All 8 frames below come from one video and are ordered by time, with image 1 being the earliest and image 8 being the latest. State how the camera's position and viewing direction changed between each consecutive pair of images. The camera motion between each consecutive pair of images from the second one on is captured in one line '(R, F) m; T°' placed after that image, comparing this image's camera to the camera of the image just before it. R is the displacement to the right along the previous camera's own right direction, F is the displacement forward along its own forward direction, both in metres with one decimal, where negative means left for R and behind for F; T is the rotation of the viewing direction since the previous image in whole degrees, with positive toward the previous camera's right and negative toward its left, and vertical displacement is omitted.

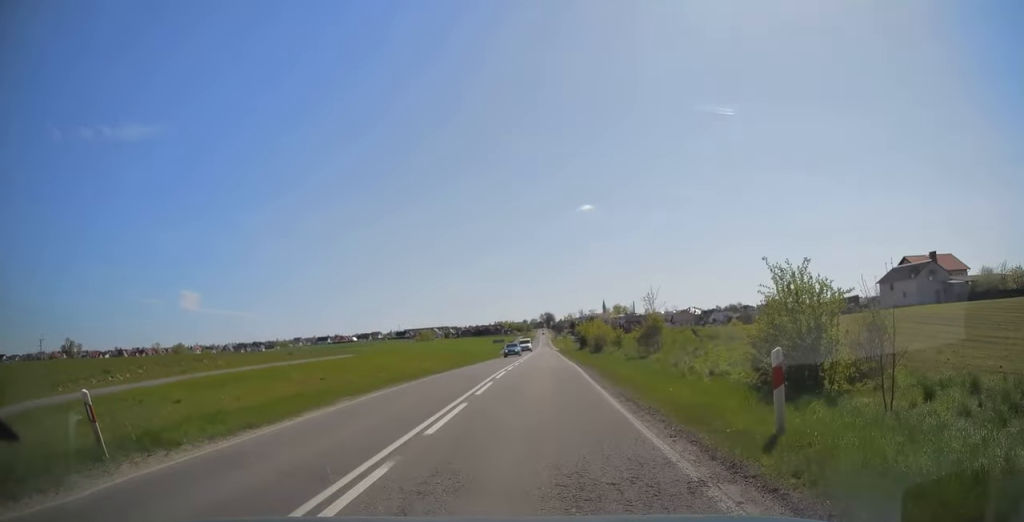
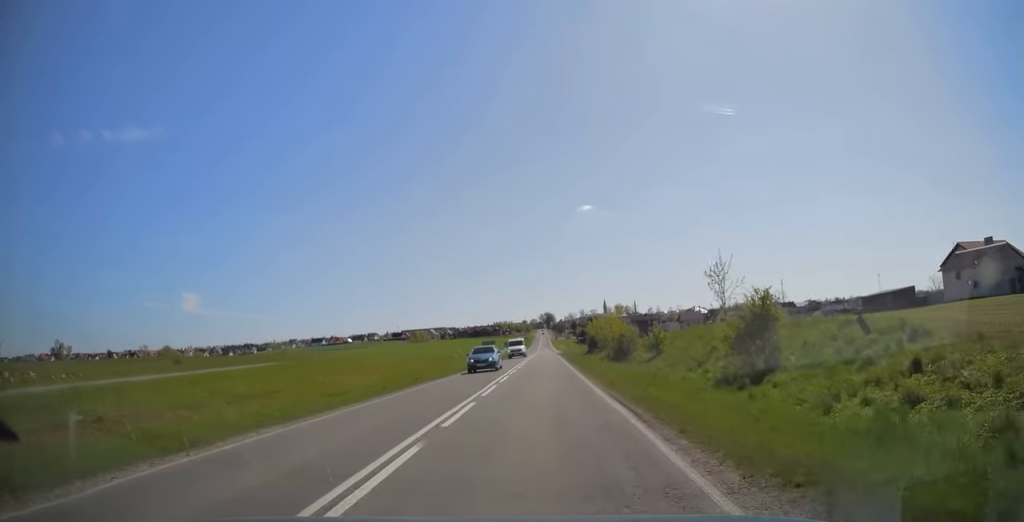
(0.0, +16.7) m; 0°
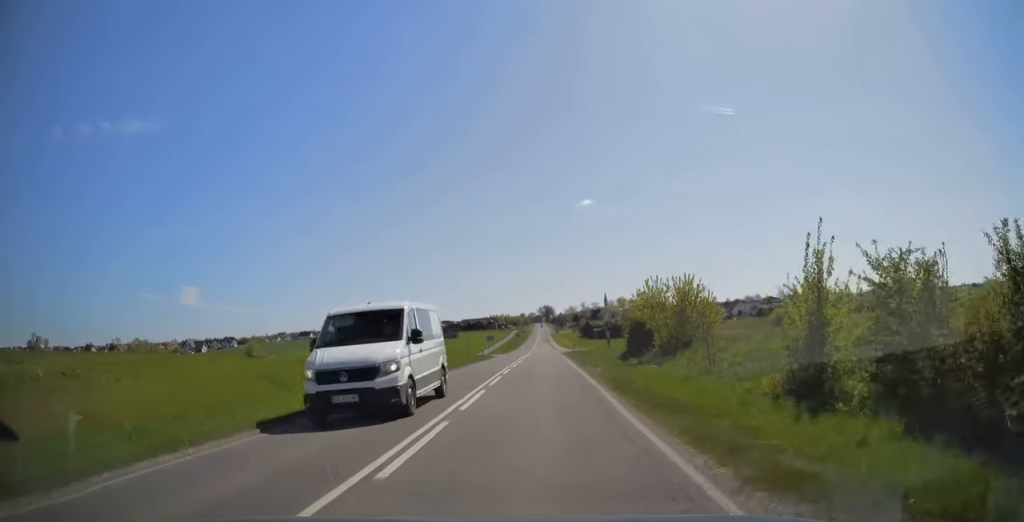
(-0.1, +33.8) m; 0°
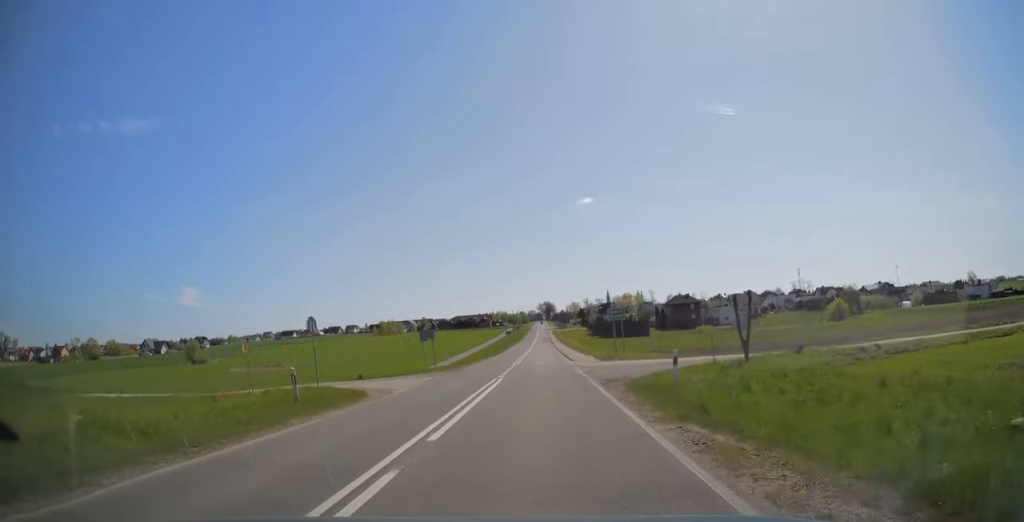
(0.0, +45.7) m; 0°
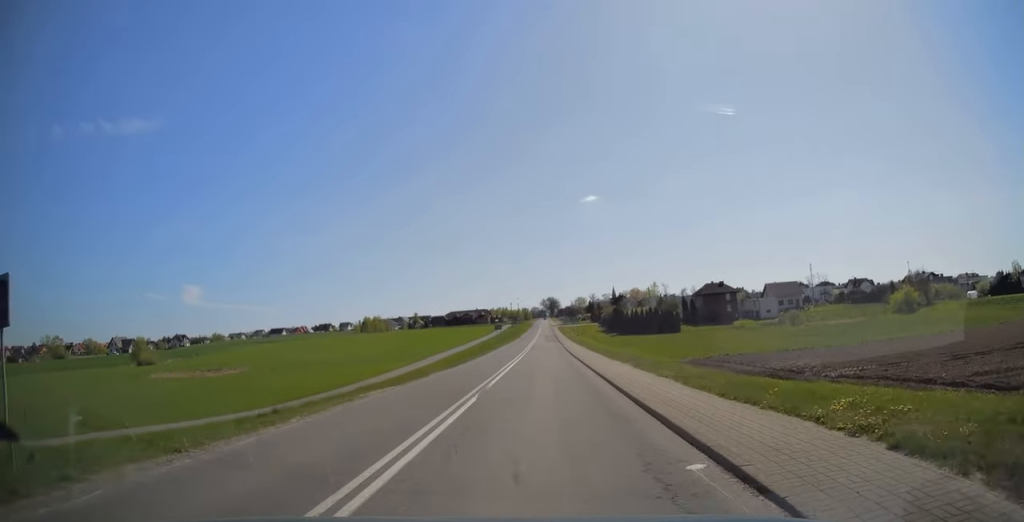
(-0.2, +33.2) m; 0°
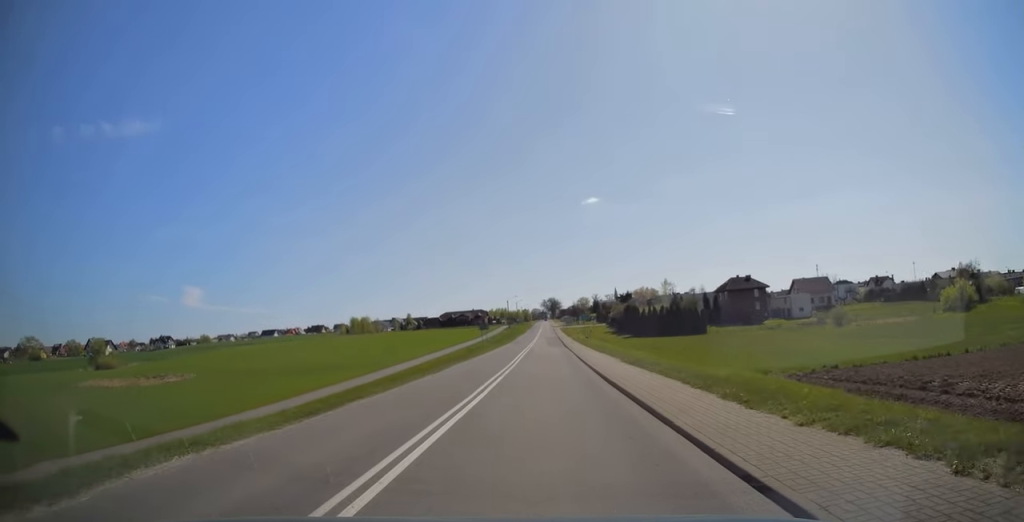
(0.0, +20.1) m; 0°
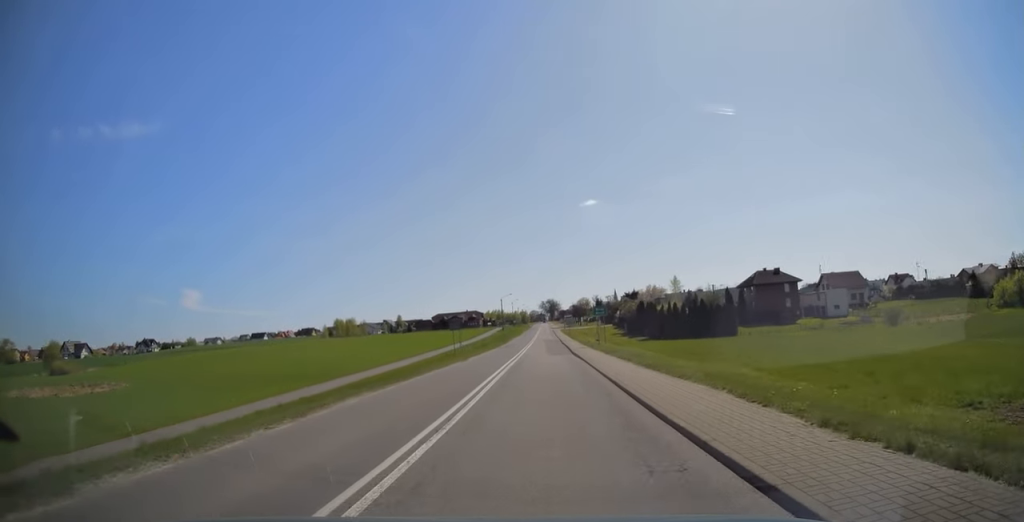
(+0.1, +18.0) m; 0°
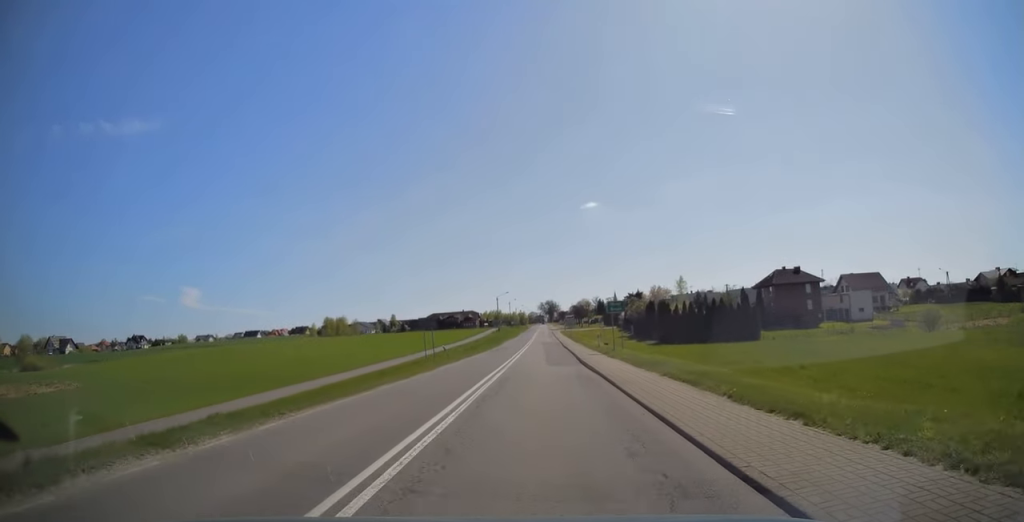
(0.0, +10.2) m; 0°
